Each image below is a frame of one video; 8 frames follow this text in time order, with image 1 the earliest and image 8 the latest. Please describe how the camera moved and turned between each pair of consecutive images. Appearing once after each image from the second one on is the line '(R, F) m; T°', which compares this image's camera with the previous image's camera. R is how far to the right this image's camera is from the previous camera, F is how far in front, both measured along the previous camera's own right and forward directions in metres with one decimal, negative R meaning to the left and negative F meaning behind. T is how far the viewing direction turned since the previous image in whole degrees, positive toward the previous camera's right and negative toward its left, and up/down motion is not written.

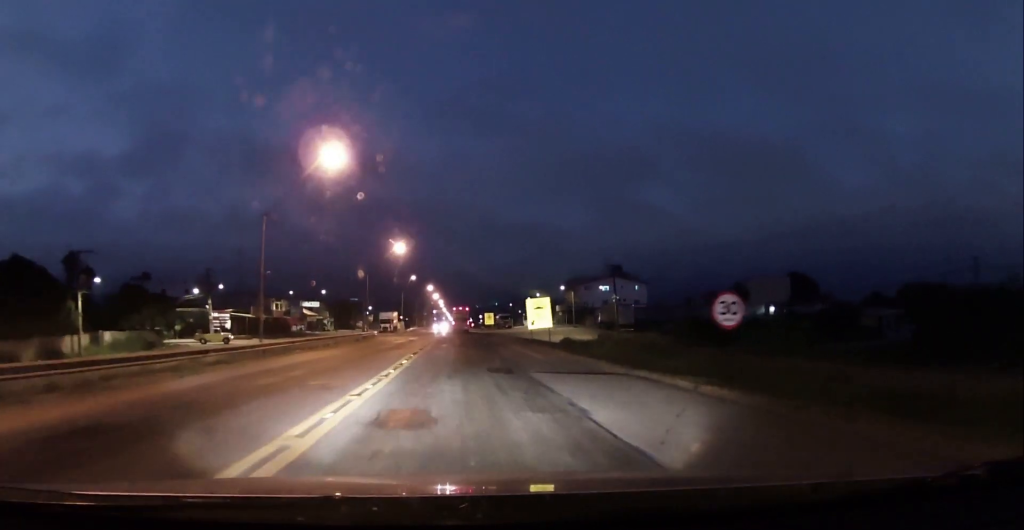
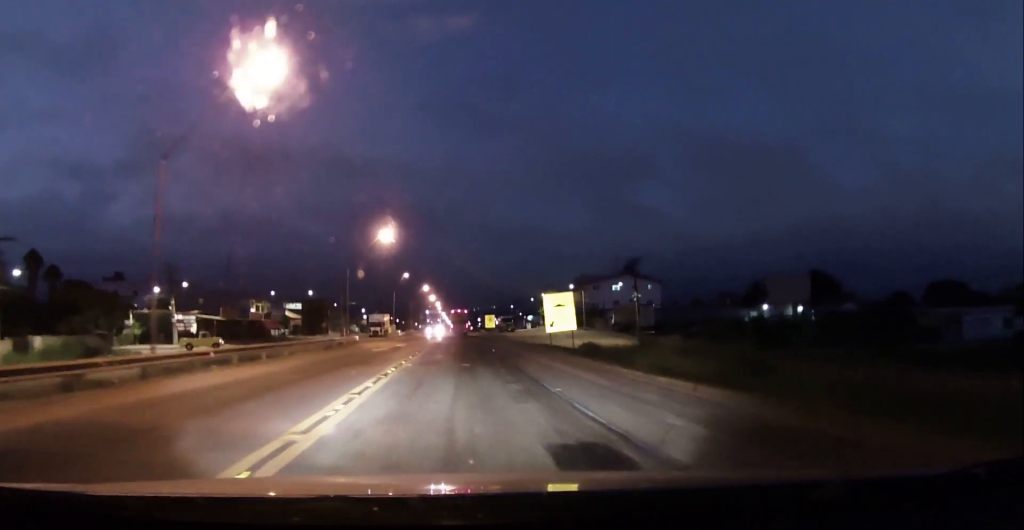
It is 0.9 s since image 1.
(+0.1, +12.2) m; +1°
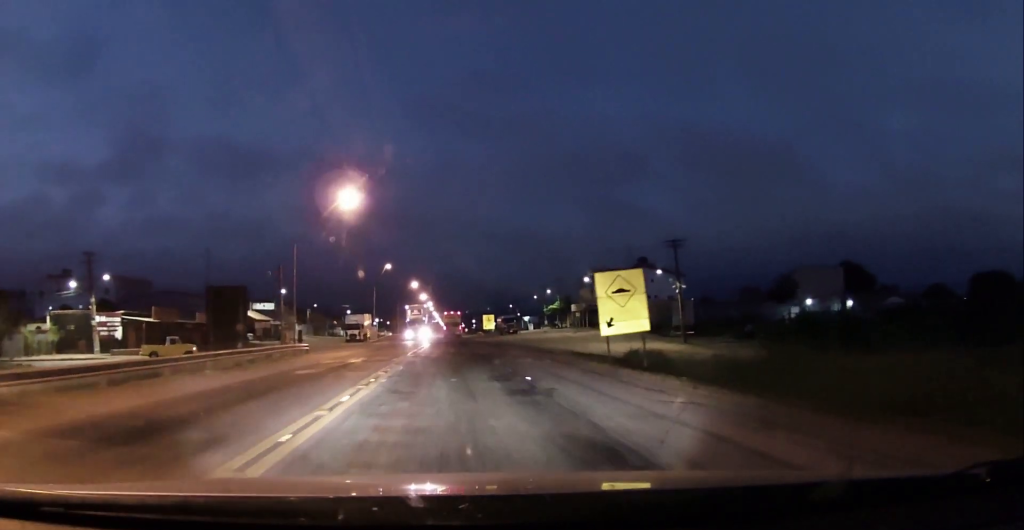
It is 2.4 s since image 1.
(+0.2, +18.4) m; -2°
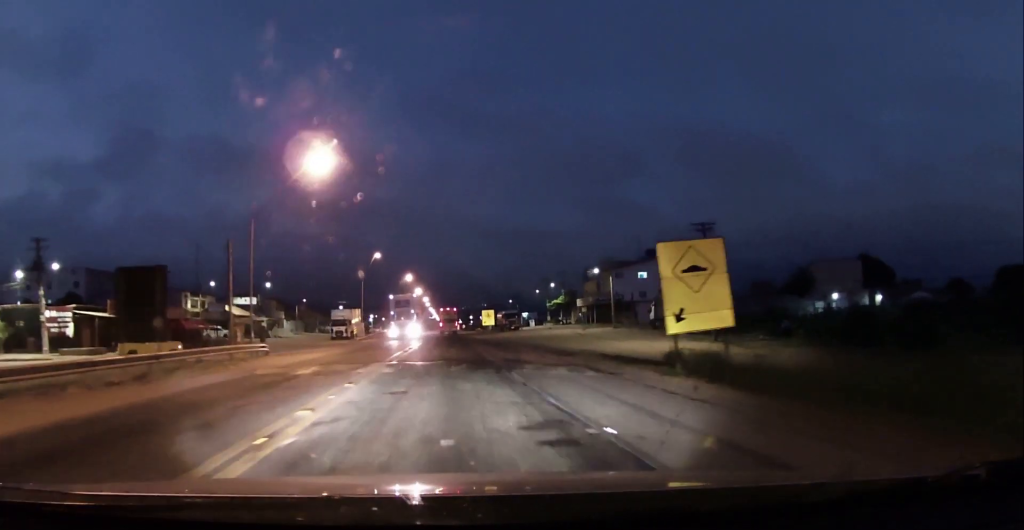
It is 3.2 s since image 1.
(-0.5, +9.2) m; -1°
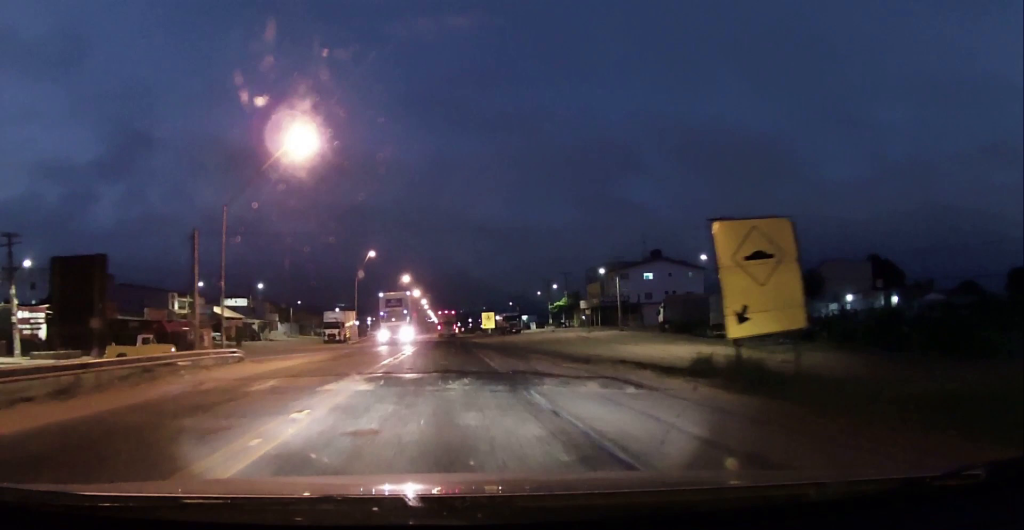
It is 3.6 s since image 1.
(+0.1, +4.4) m; +1°
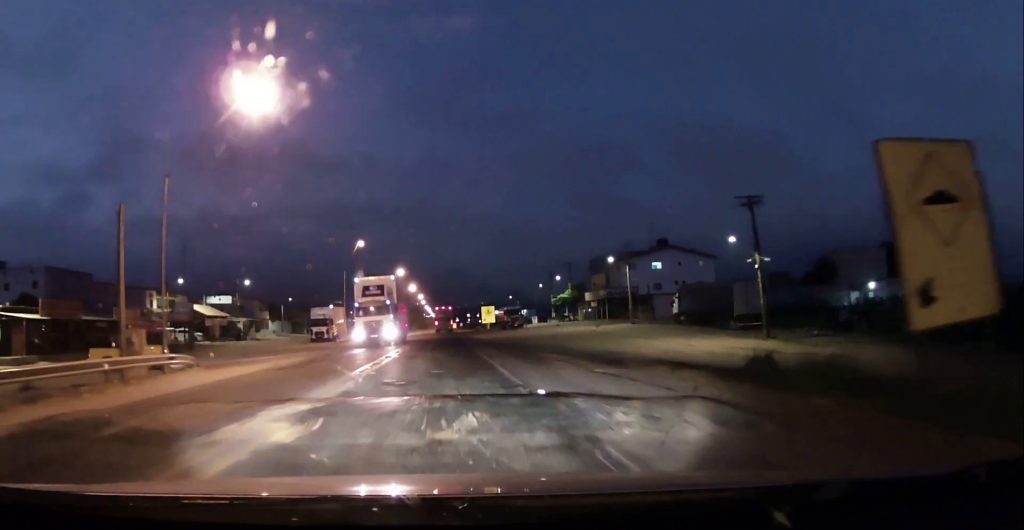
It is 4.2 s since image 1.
(+0.2, +7.1) m; +2°
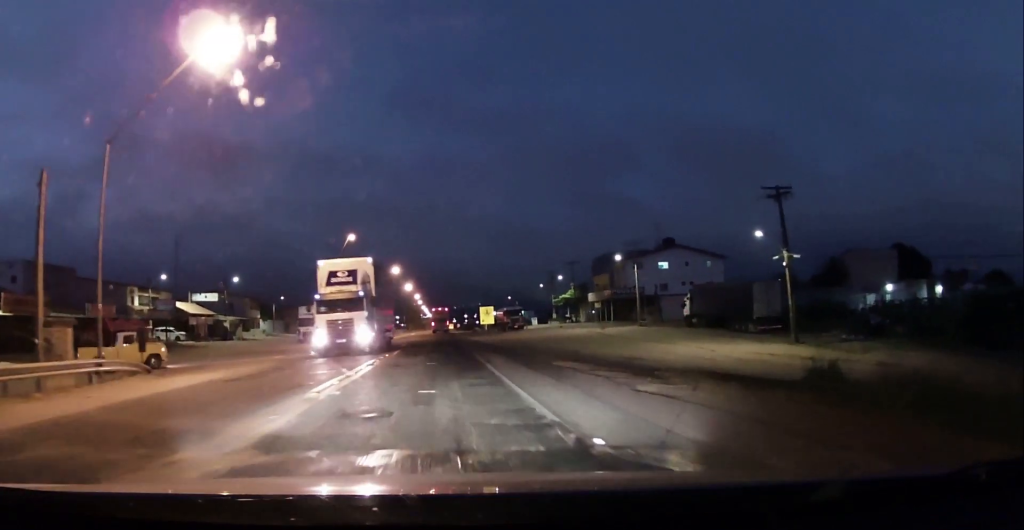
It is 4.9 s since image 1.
(0.0, +5.5) m; +1°
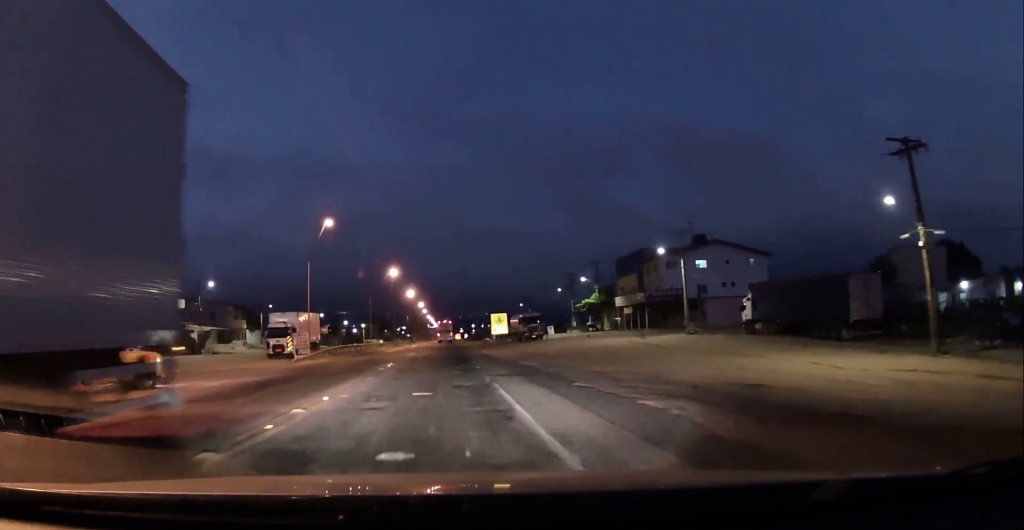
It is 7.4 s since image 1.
(-0.2, +14.7) m; -1°
